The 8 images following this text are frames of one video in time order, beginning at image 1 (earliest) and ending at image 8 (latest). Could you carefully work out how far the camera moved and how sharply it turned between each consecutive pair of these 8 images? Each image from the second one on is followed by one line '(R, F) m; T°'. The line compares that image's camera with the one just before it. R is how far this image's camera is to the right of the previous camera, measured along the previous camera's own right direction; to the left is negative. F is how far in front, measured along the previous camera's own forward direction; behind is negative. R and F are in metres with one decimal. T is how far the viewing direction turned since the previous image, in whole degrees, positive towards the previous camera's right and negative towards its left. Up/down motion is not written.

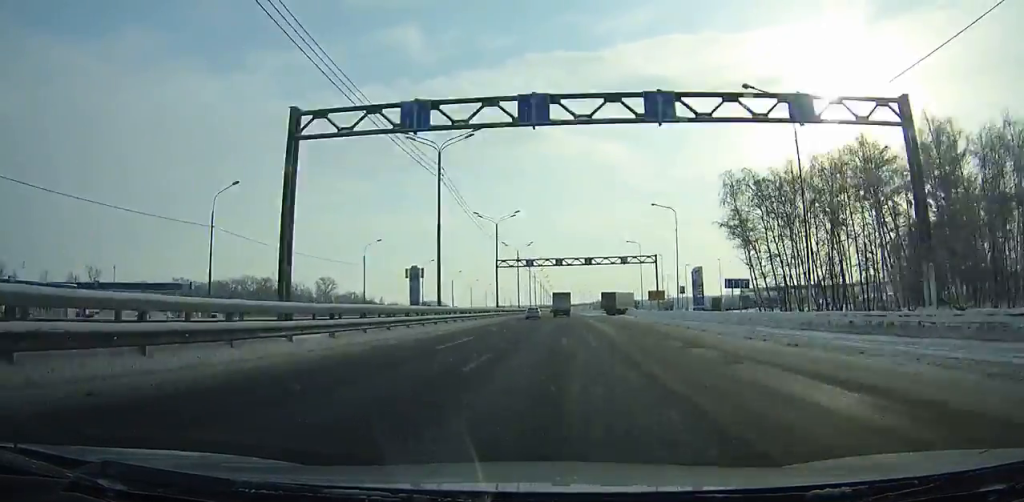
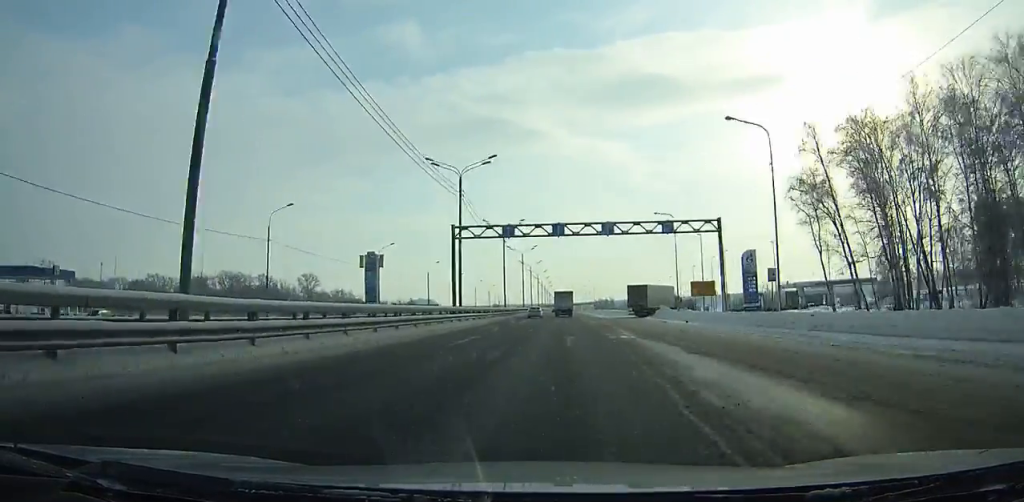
(-0.1, +29.2) m; 0°
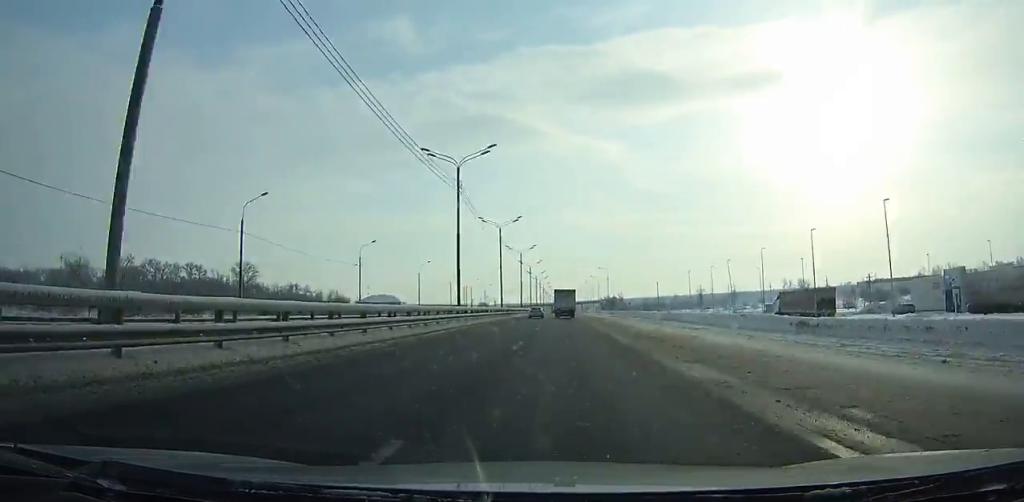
(+0.1, +75.9) m; 0°
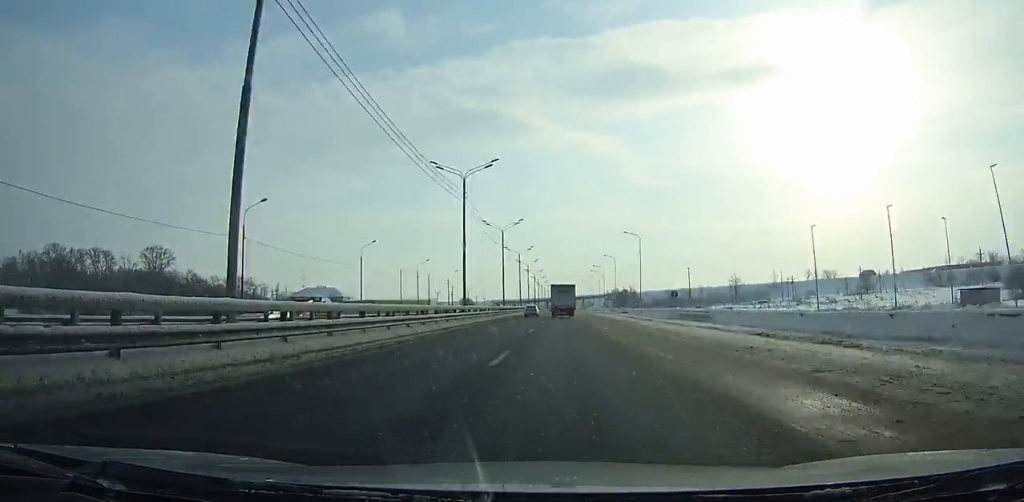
(+0.3, +69.8) m; 0°
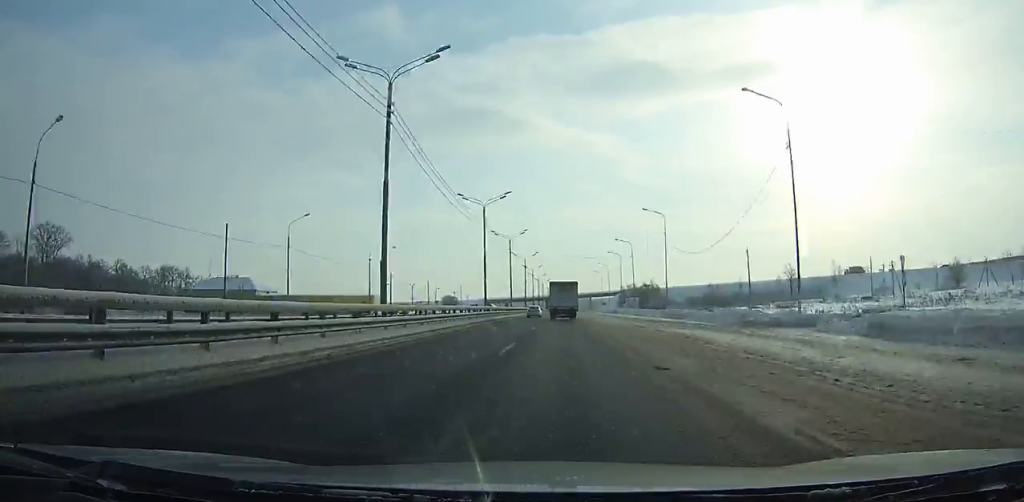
(+0.1, +60.9) m; 0°
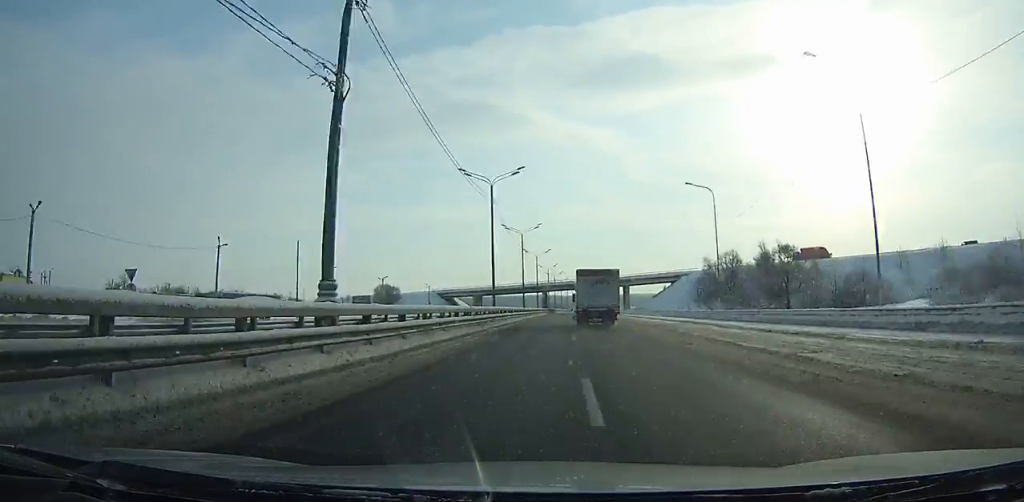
(-0.7, +124.0) m; 0°
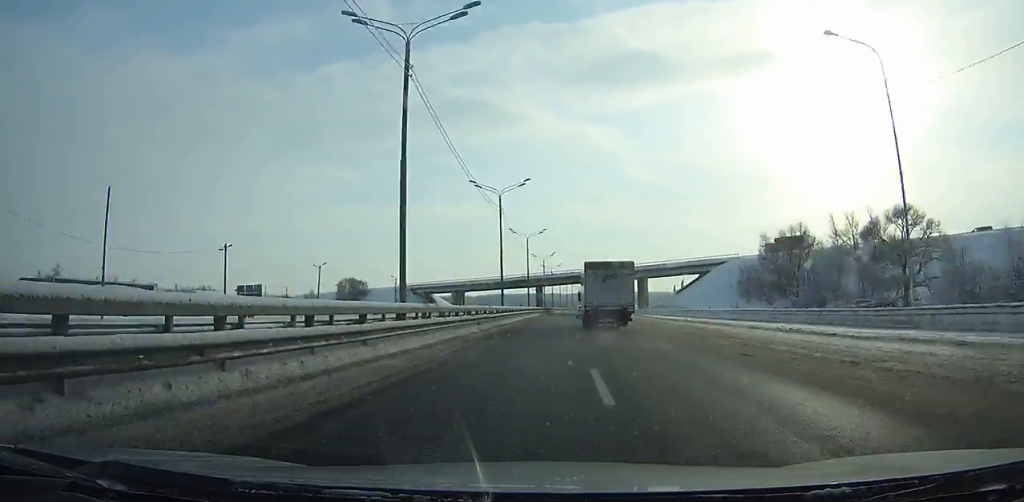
(+0.1, +31.3) m; 0°
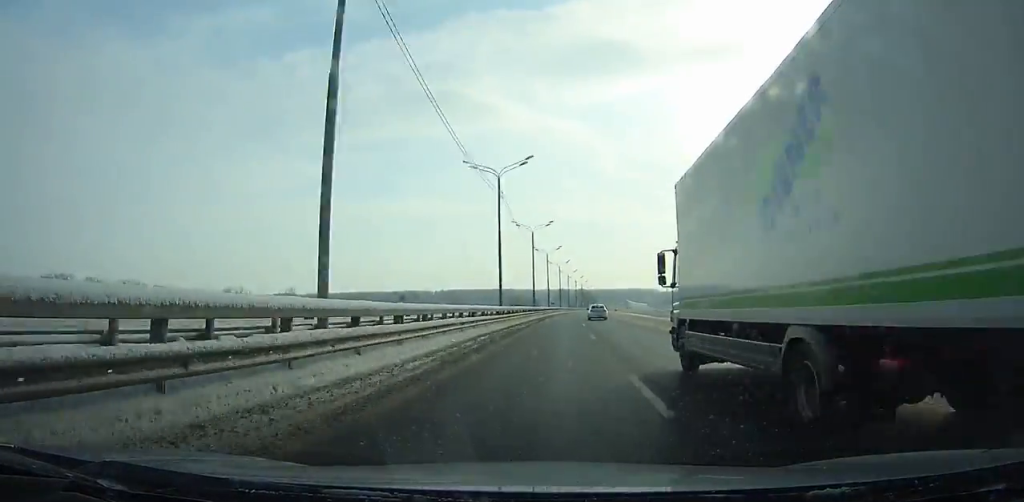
(+3.0, +160.9) m; +3°
